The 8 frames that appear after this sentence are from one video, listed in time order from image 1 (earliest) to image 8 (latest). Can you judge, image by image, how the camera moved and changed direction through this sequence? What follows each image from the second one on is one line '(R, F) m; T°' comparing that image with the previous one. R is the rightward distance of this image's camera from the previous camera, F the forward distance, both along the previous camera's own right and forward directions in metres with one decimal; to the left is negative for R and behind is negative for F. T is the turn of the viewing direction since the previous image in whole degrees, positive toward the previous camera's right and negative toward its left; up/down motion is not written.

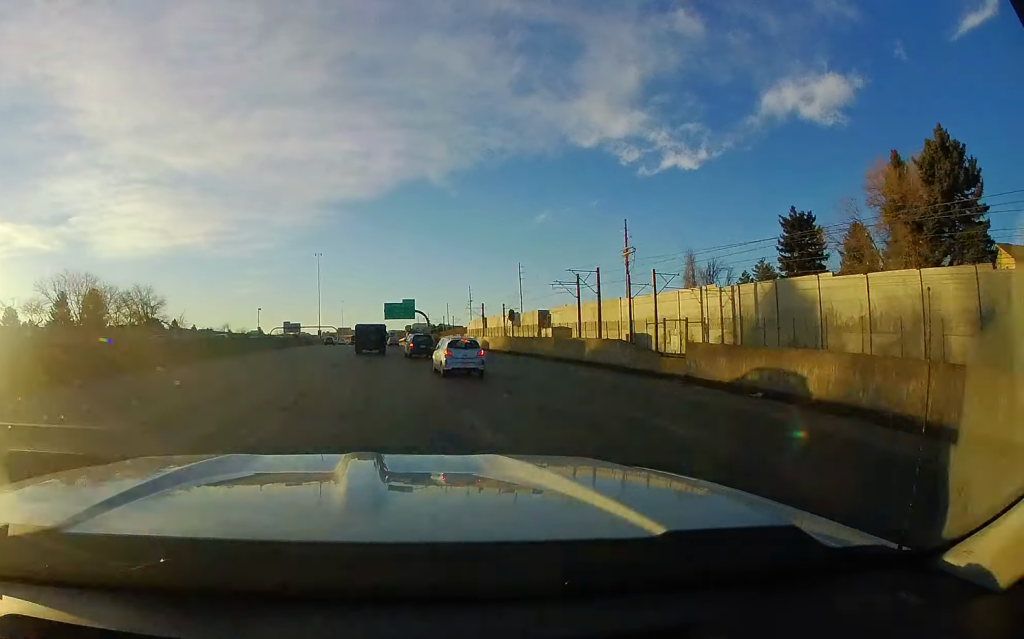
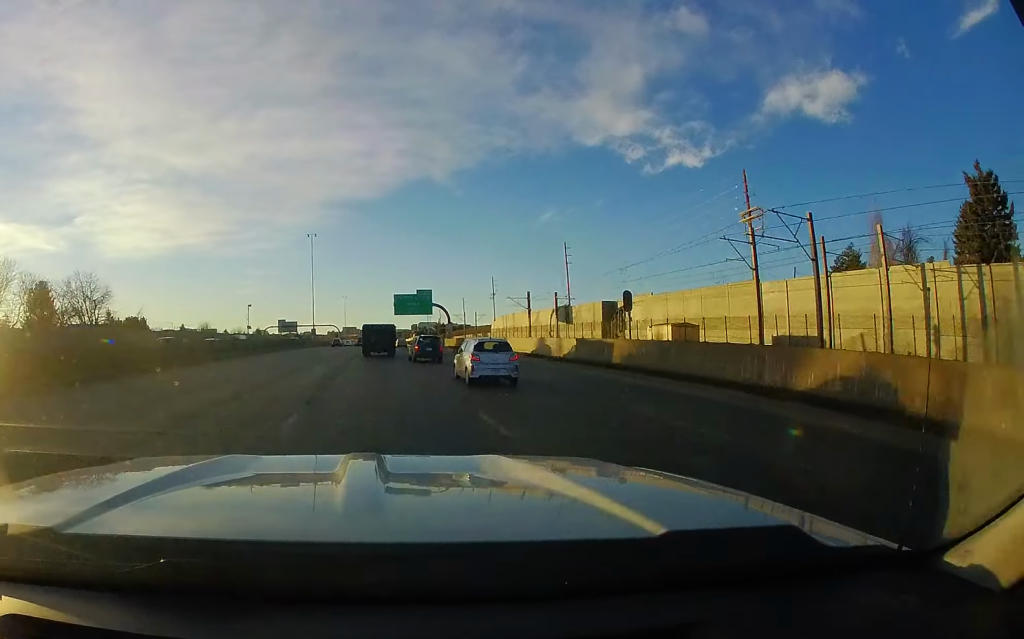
(0.0, +24.4) m; -1°
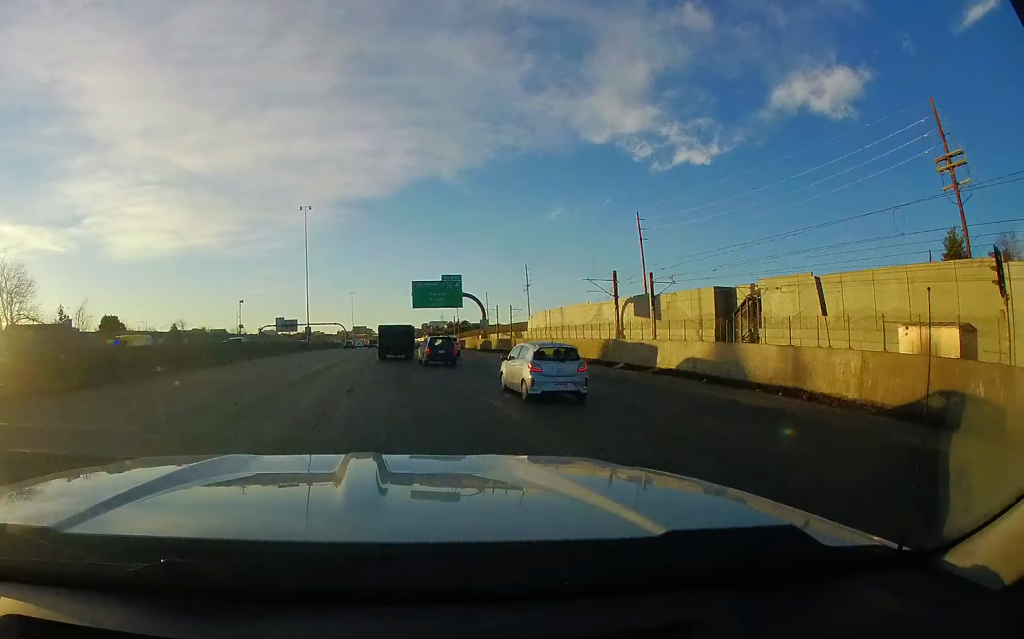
(-0.2, +23.0) m; -1°
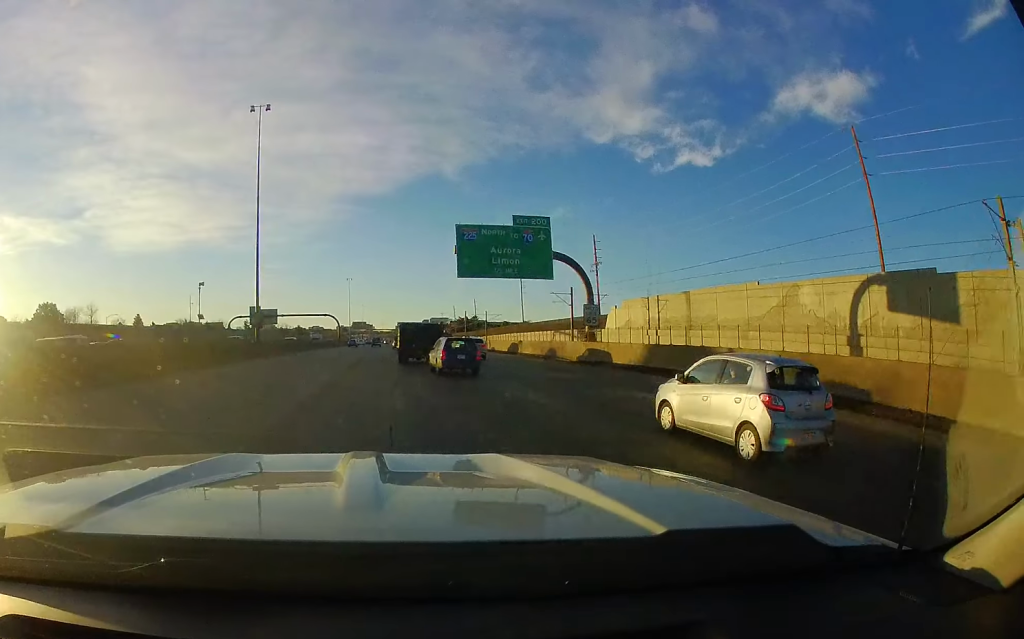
(-0.6, +36.4) m; -1°
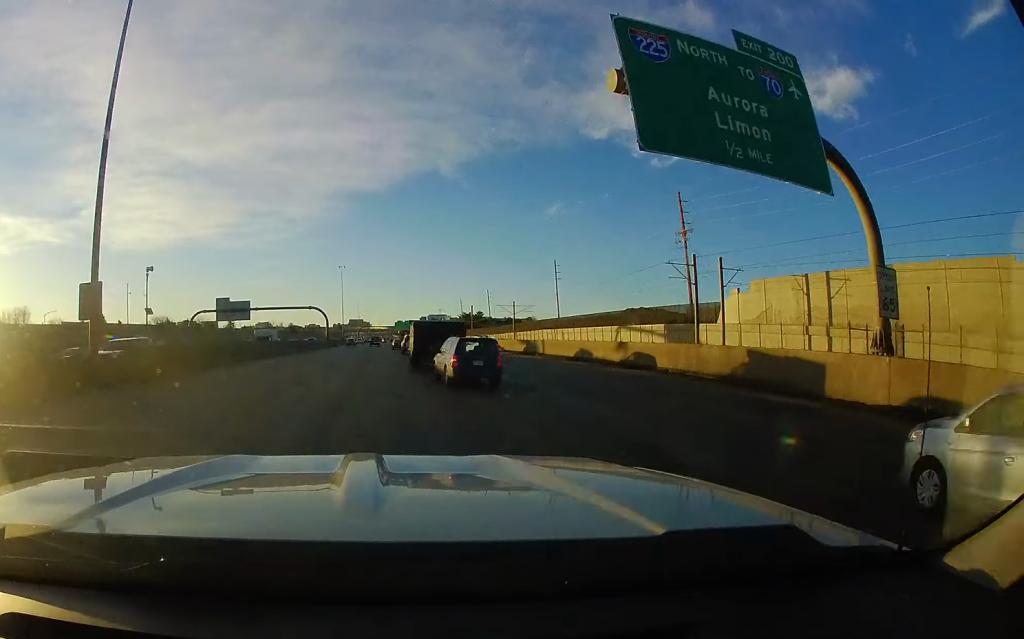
(0.0, +26.0) m; 0°
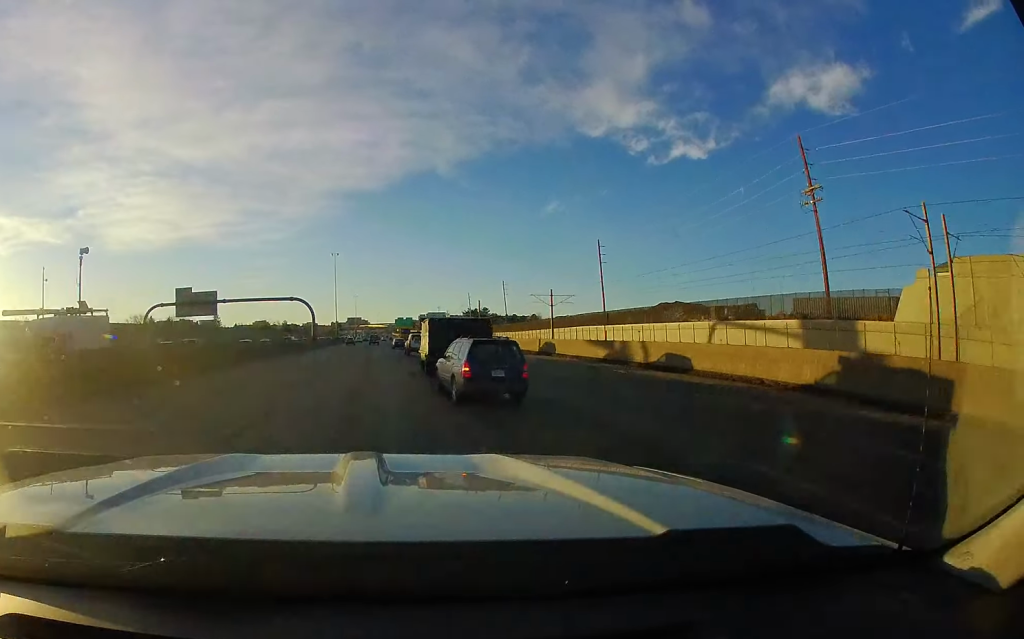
(+0.1, +21.1) m; 0°
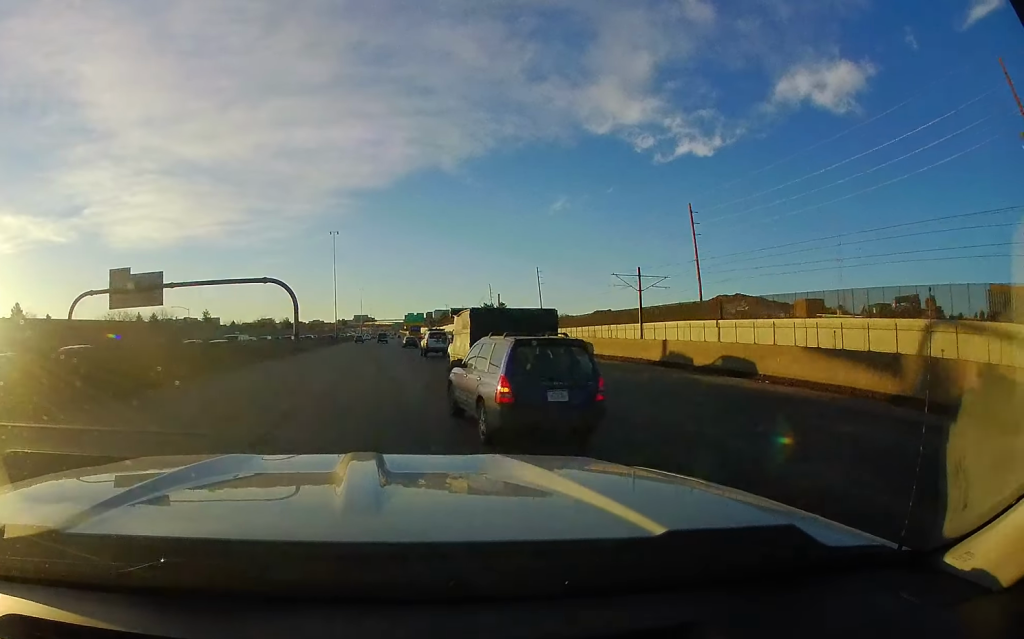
(0.0, +23.8) m; 0°
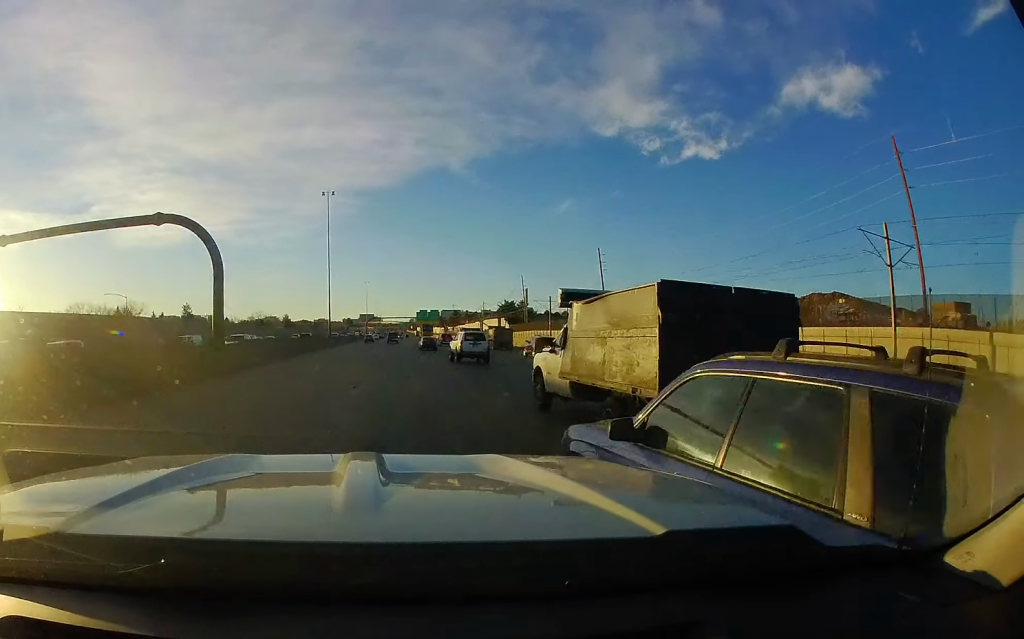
(0.0, +28.9) m; 0°
